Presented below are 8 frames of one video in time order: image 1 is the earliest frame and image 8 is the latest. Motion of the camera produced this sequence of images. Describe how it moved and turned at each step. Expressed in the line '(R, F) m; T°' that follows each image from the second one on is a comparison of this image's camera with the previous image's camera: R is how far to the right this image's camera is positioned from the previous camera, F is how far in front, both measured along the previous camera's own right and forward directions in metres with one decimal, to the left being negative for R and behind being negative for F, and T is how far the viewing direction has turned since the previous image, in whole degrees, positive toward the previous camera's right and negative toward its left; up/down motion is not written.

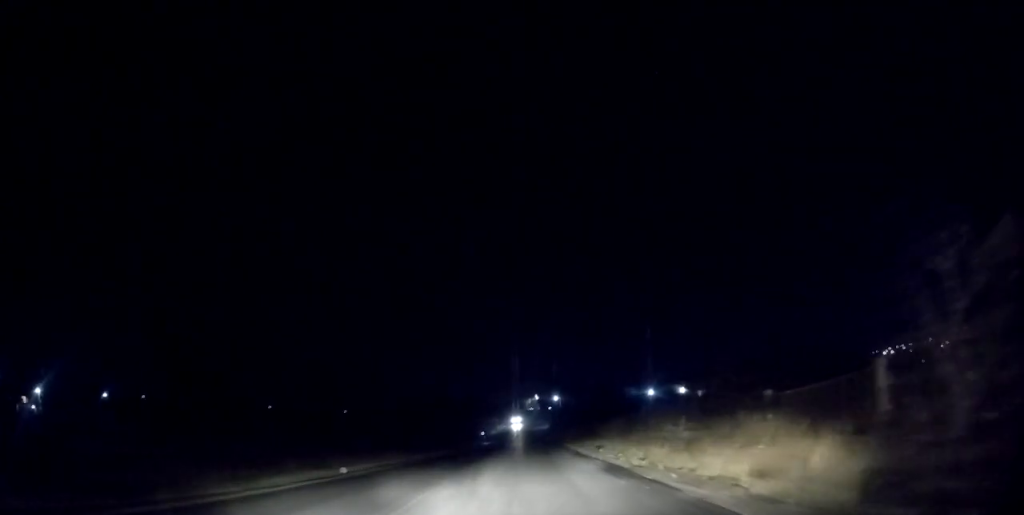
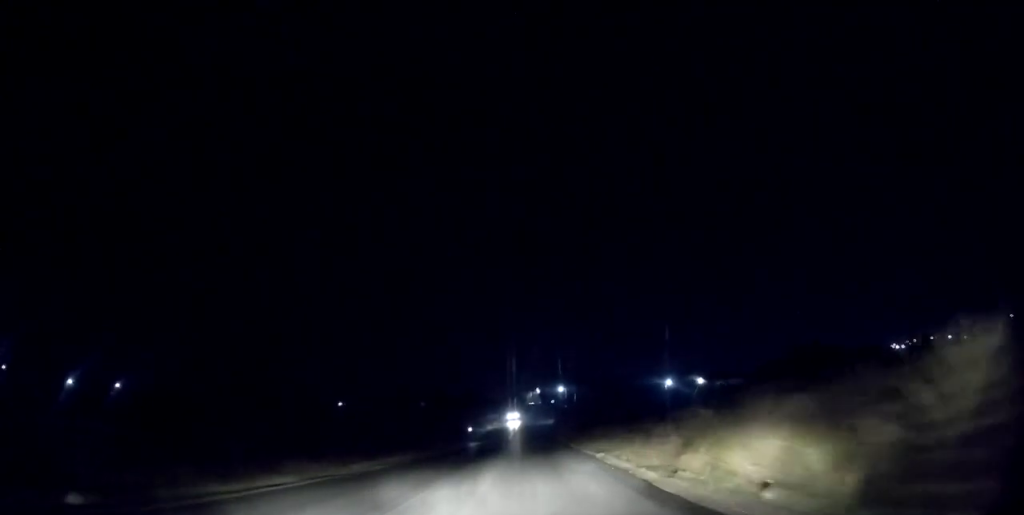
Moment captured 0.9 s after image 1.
(0.0, +13.9) m; -2°
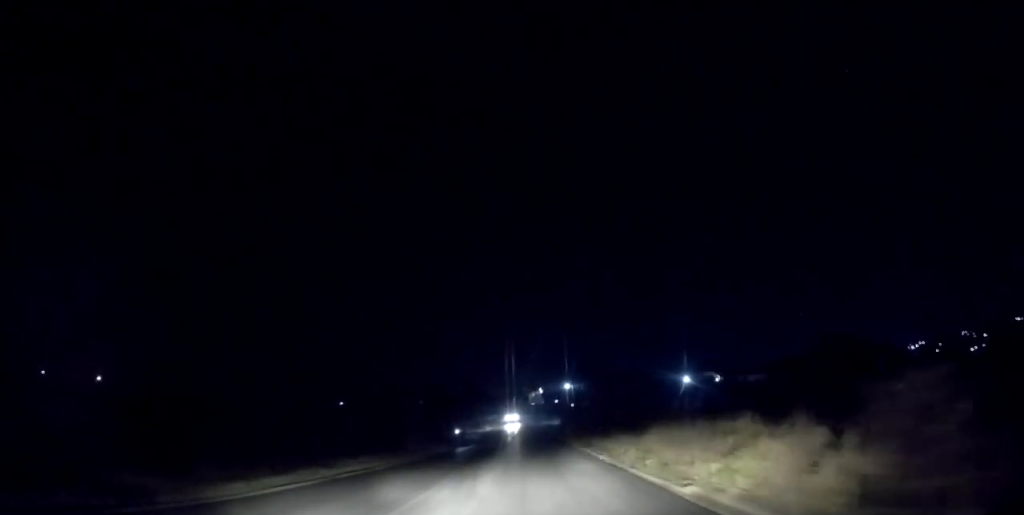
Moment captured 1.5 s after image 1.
(-0.2, +9.9) m; 0°
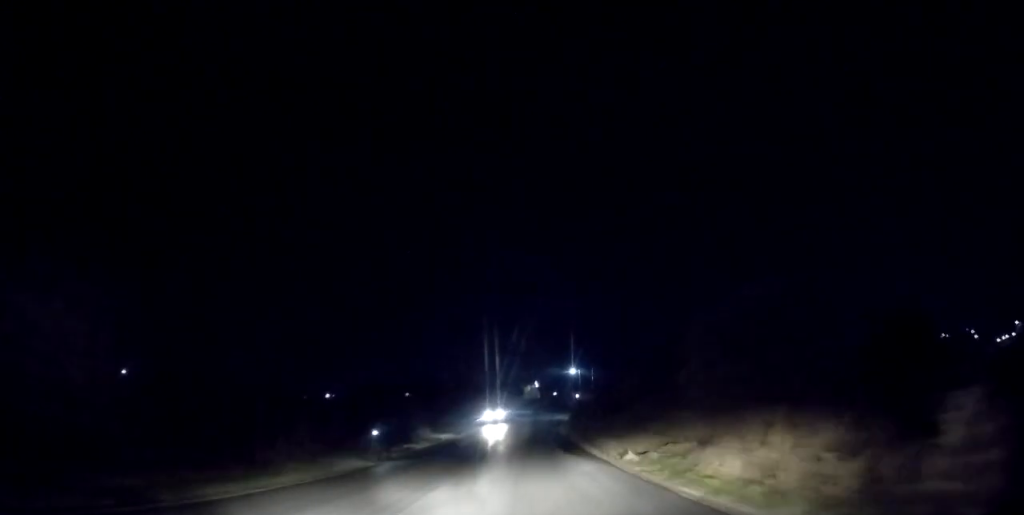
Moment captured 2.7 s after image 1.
(+0.1, +19.0) m; +1°
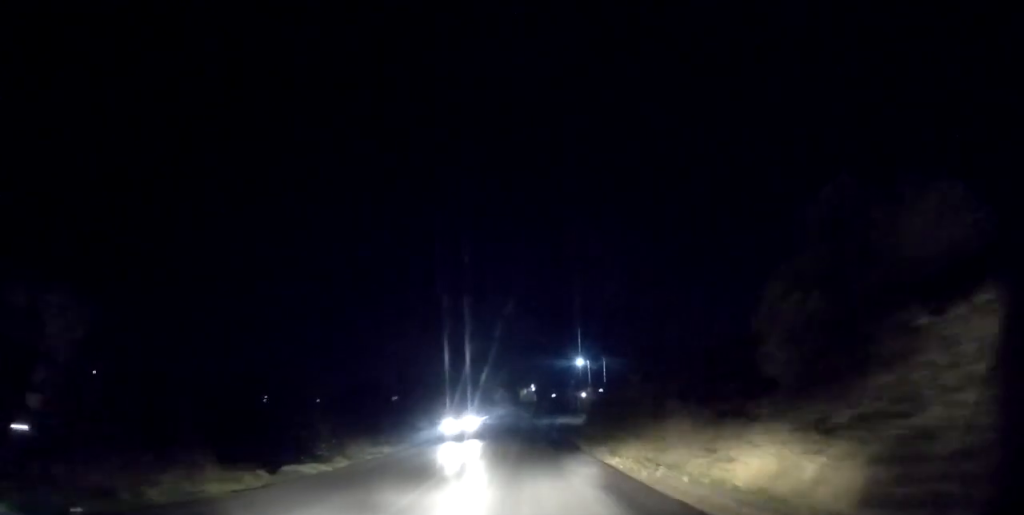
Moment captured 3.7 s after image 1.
(+0.2, +15.2) m; +2°
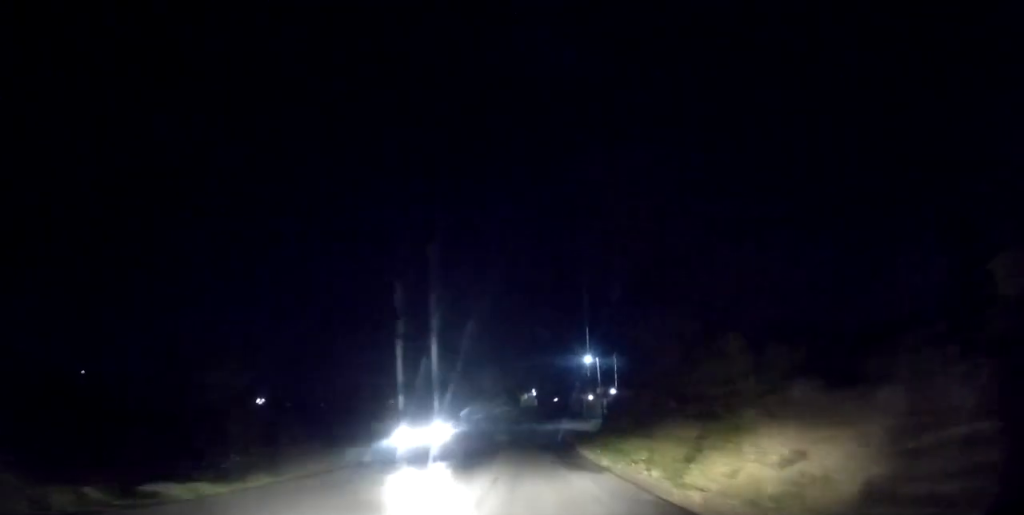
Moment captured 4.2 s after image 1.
(0.0, +6.7) m; +1°
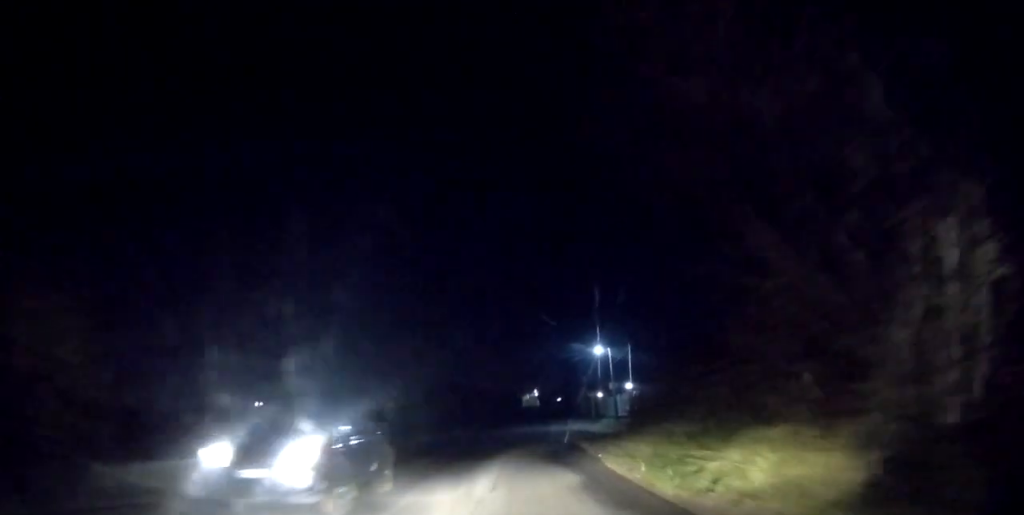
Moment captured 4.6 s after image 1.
(+0.2, +6.4) m; 0°
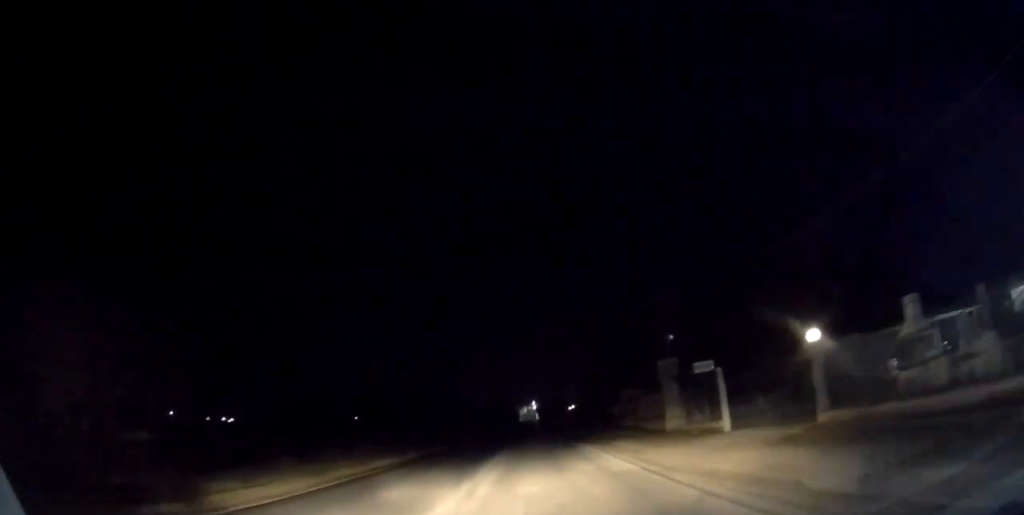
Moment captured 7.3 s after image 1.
(-0.8, +40.3) m; -2°
